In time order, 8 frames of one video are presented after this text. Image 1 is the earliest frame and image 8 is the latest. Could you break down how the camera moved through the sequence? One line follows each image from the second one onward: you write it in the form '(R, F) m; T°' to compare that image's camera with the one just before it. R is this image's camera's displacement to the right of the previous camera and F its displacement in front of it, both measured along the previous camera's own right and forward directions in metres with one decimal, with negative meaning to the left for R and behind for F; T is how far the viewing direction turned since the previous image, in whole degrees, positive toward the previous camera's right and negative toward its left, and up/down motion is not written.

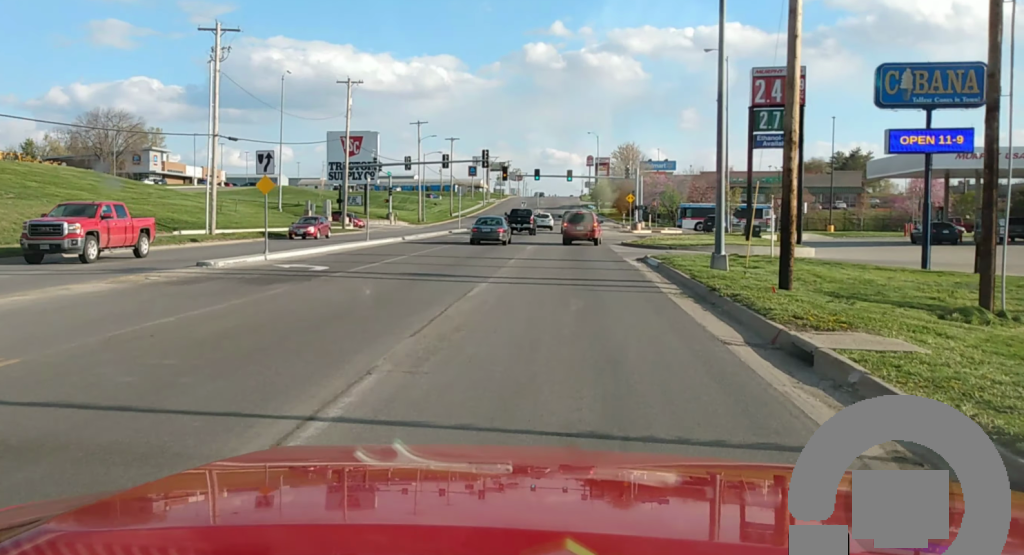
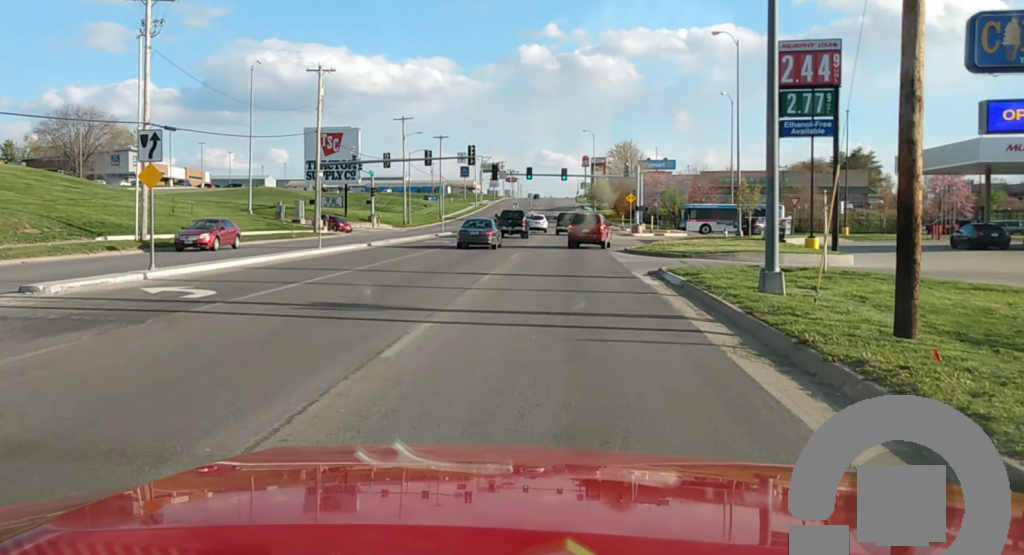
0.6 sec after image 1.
(+0.1, +7.9) m; 0°
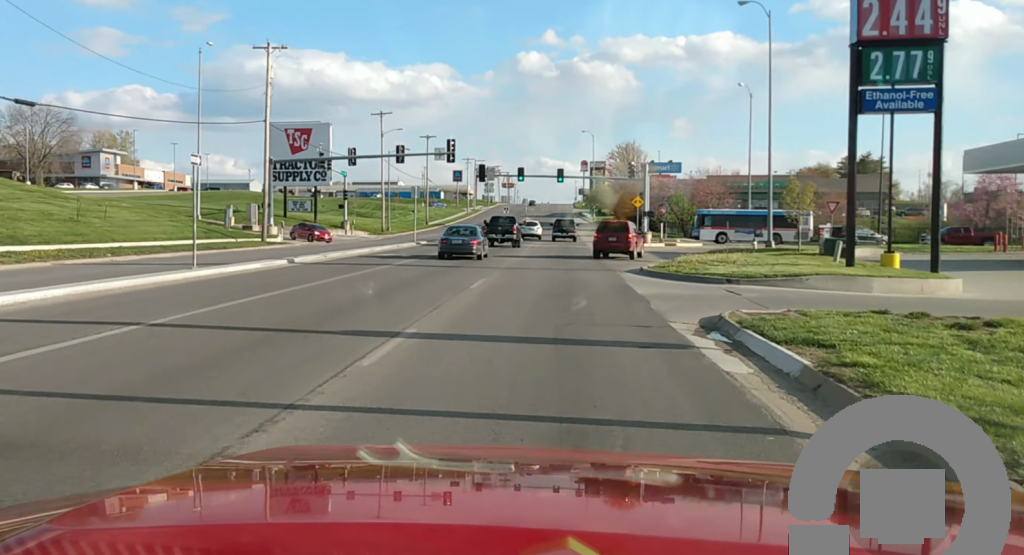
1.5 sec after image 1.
(+0.1, +12.9) m; 0°
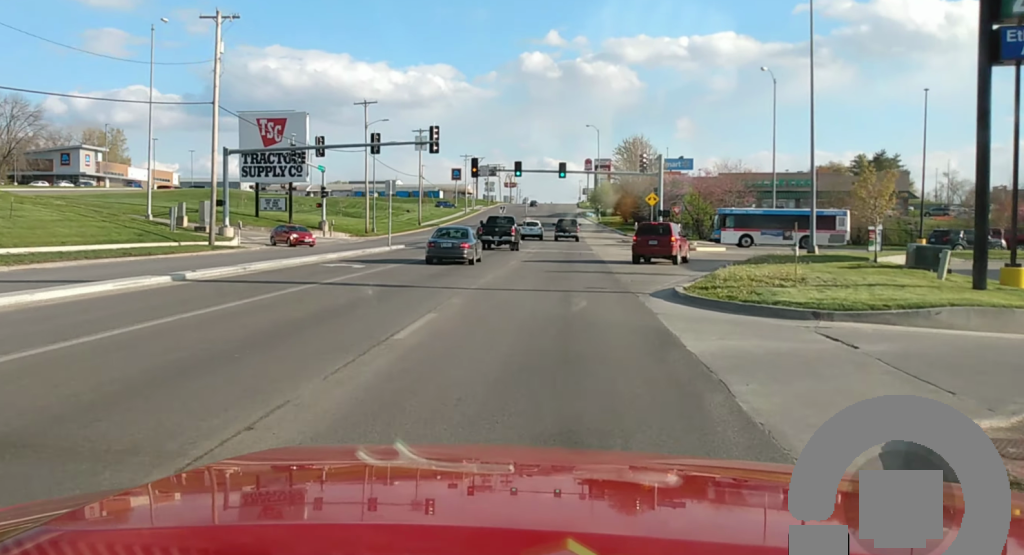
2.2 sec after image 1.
(-0.2, +9.9) m; -1°
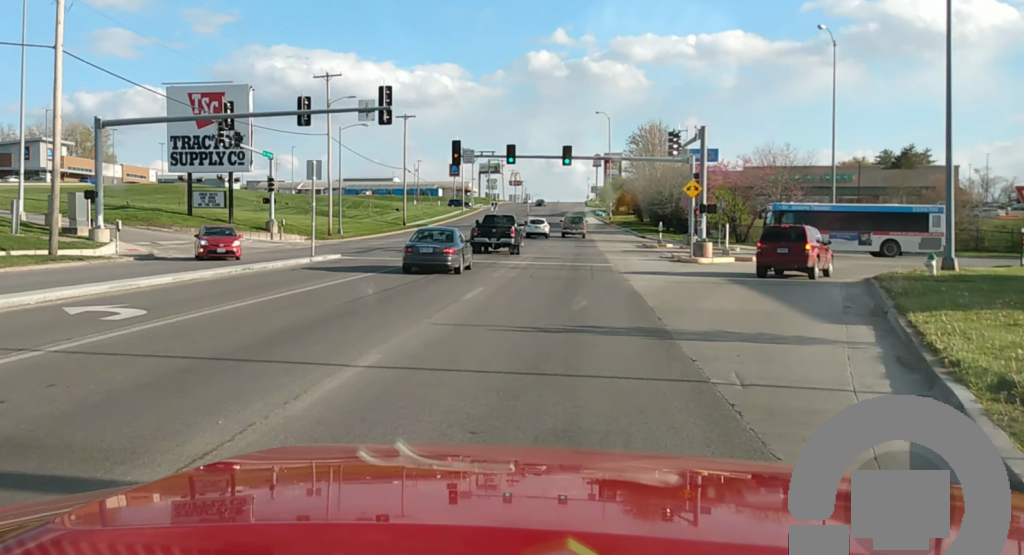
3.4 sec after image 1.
(+0.2, +17.3) m; +1°
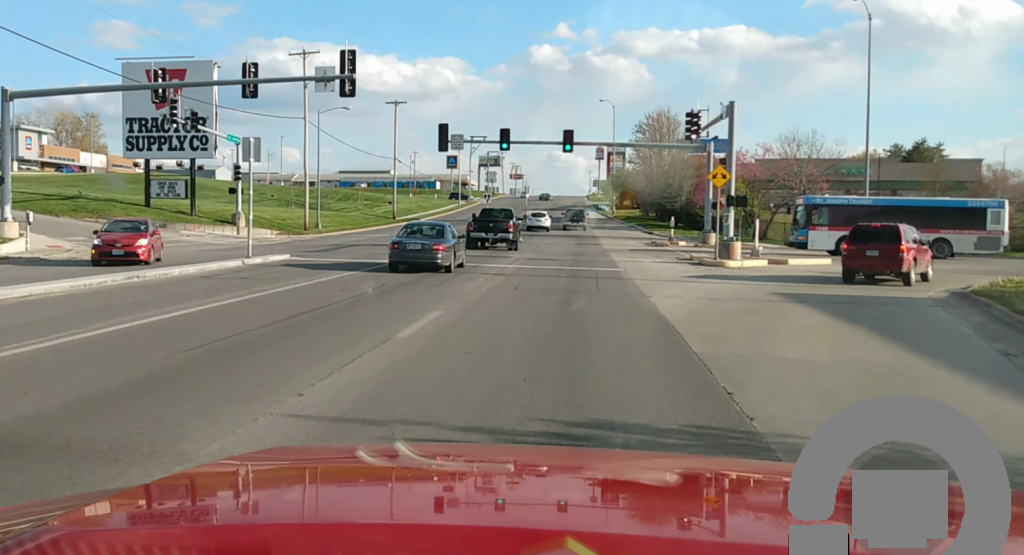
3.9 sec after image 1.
(+0.1, +7.3) m; 0°
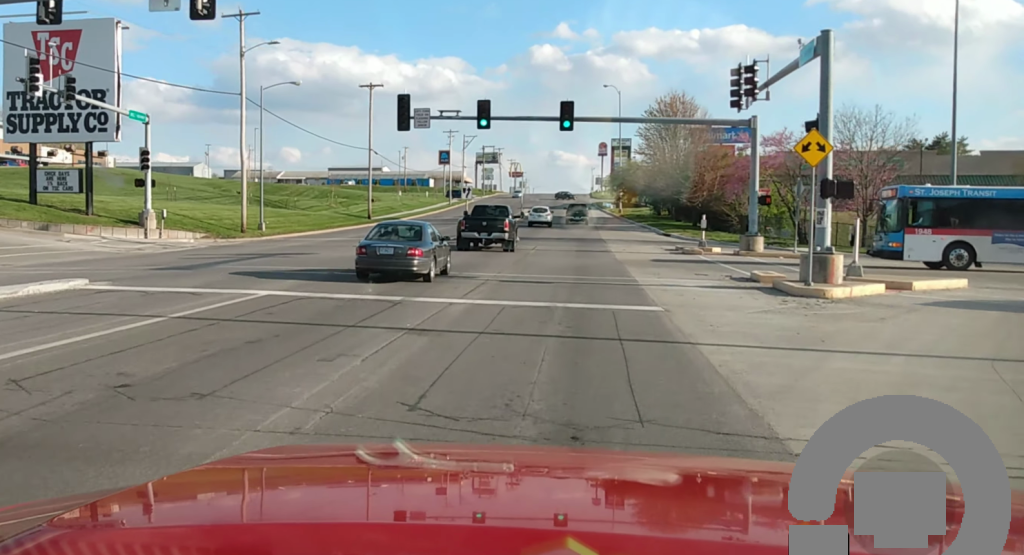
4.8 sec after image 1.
(-0.1, +13.8) m; -1°
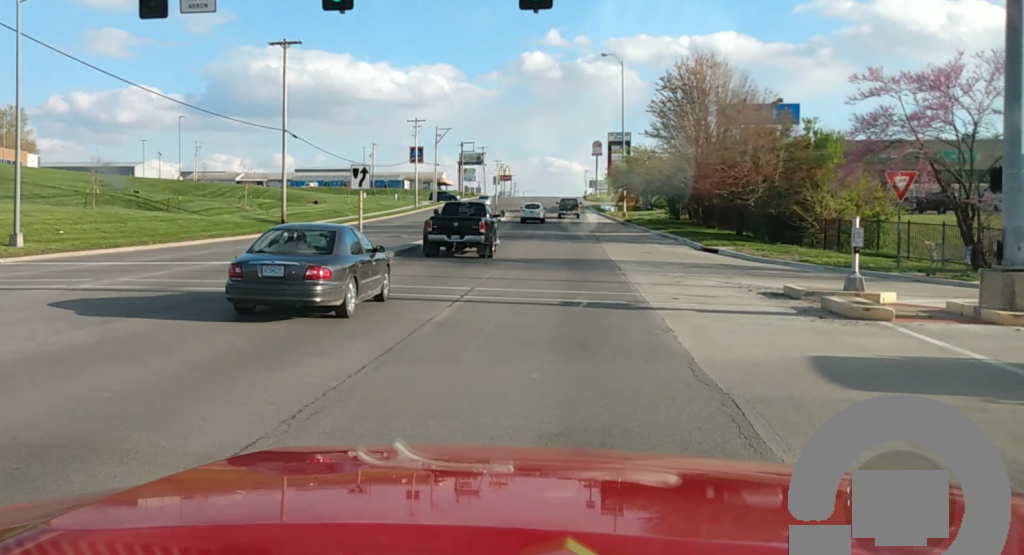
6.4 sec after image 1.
(-0.7, +25.9) m; -2°
